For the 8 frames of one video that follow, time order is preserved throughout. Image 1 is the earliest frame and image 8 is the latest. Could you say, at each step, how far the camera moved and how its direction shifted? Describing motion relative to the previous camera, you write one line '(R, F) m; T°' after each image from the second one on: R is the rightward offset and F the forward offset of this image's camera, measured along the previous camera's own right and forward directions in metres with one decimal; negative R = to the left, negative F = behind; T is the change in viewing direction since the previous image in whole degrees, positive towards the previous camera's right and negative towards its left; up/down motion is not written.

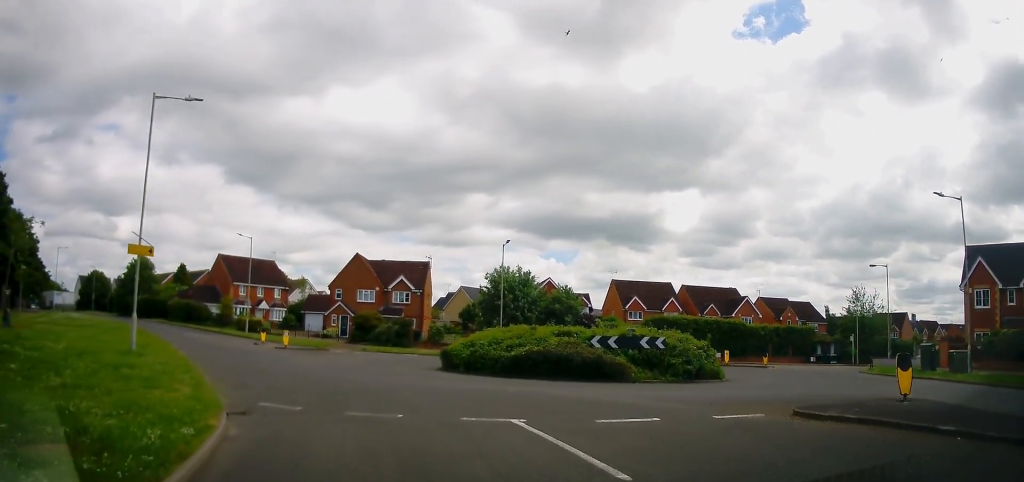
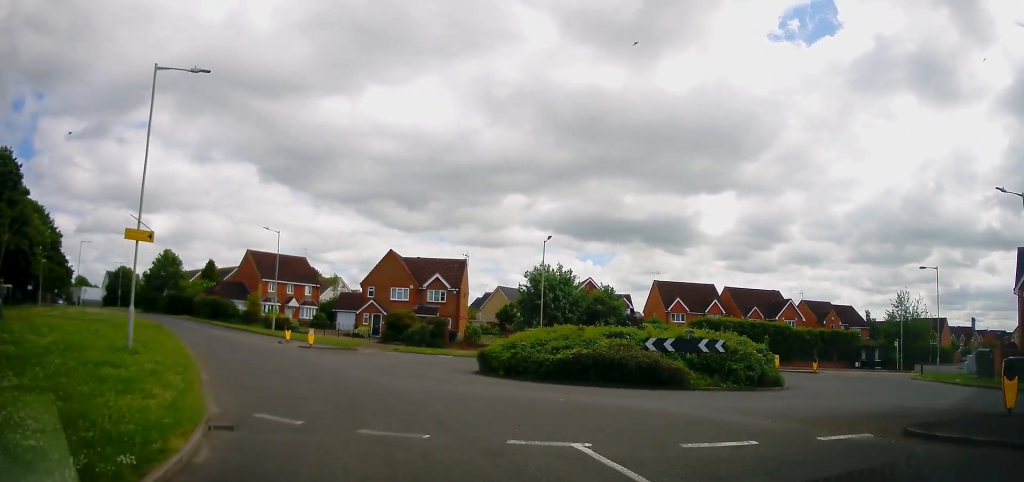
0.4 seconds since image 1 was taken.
(+0.1, +2.4) m; -2°
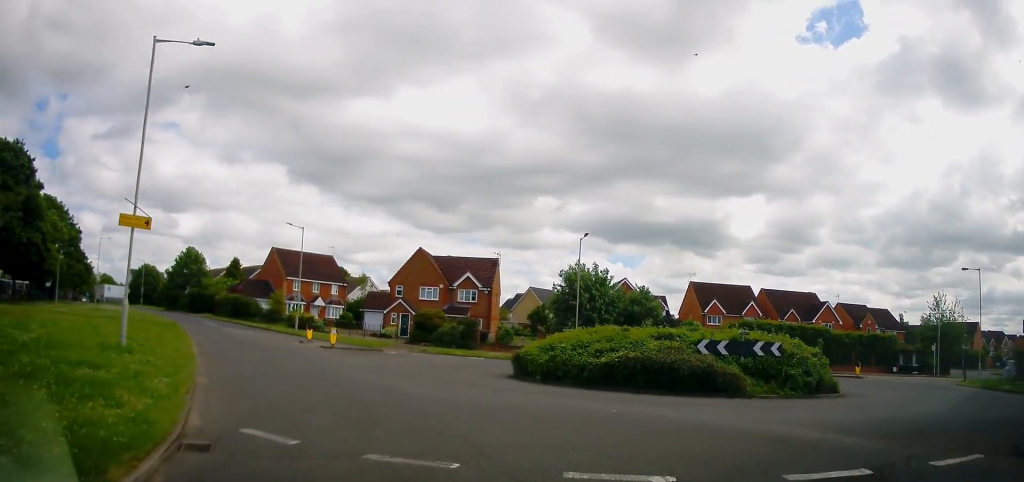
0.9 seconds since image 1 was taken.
(0.0, +2.0) m; -2°
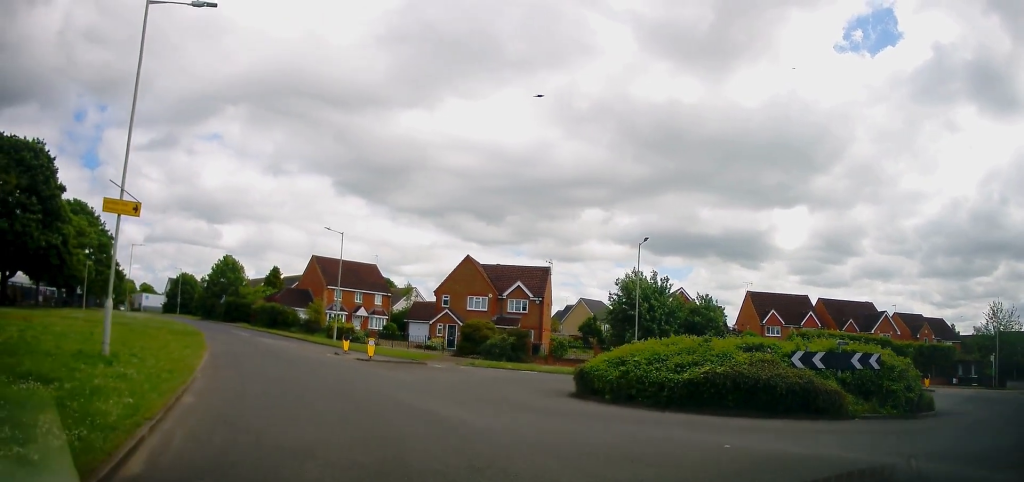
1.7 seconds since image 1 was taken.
(-0.4, +3.2) m; -4°
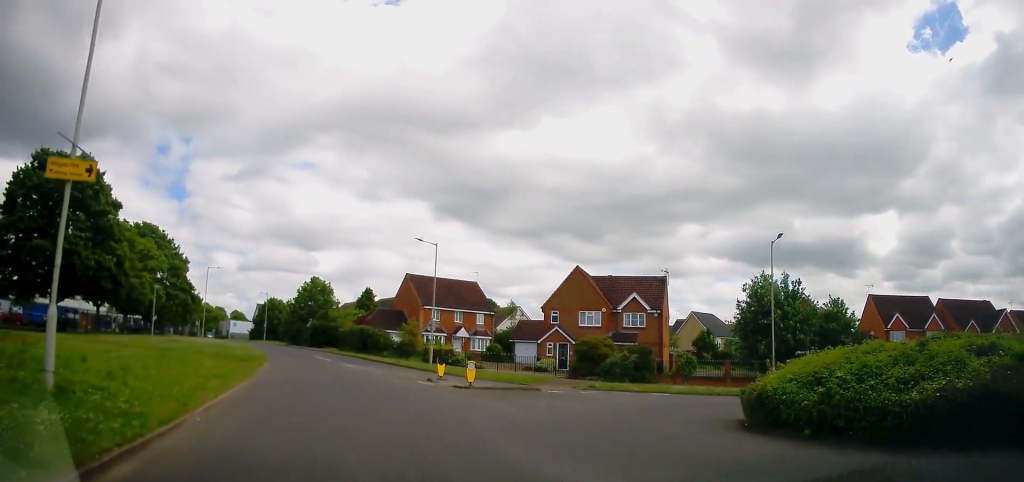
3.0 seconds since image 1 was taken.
(-0.3, +4.8) m; -16°
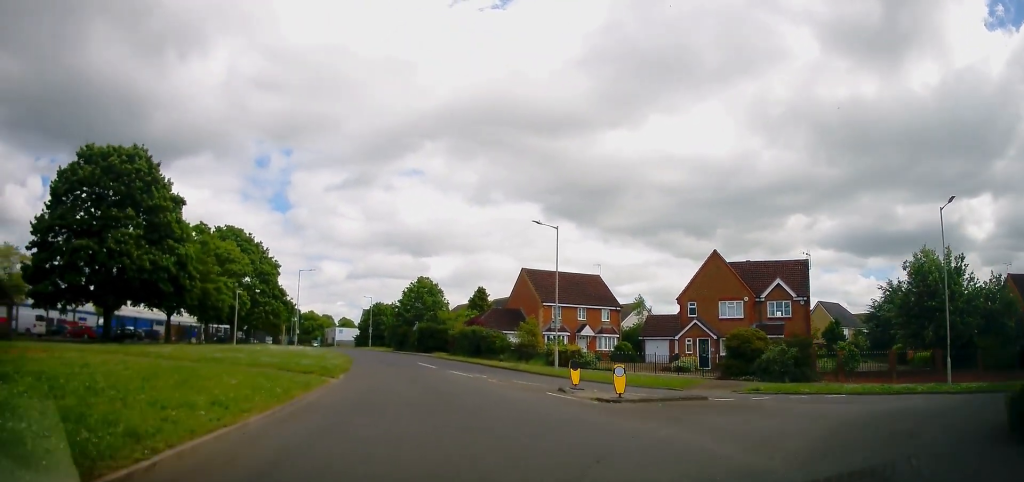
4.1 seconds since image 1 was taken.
(-1.0, +5.4) m; -12°
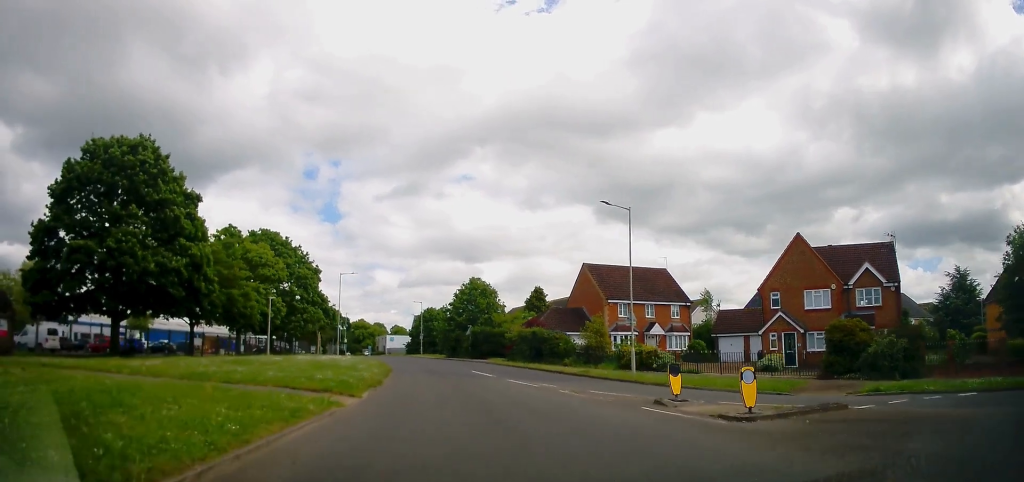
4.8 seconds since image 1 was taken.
(-0.2, +4.5) m; -2°
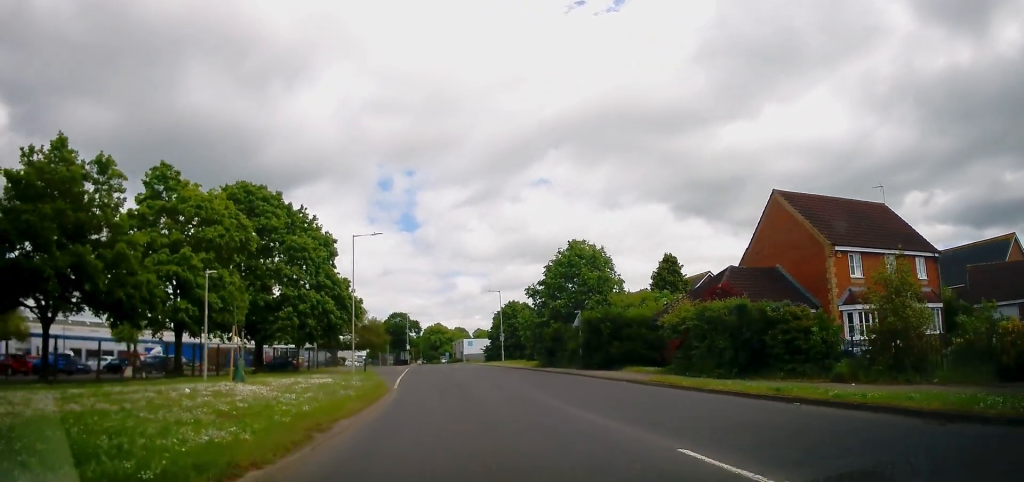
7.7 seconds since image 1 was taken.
(-1.3, +23.3) m; -6°
